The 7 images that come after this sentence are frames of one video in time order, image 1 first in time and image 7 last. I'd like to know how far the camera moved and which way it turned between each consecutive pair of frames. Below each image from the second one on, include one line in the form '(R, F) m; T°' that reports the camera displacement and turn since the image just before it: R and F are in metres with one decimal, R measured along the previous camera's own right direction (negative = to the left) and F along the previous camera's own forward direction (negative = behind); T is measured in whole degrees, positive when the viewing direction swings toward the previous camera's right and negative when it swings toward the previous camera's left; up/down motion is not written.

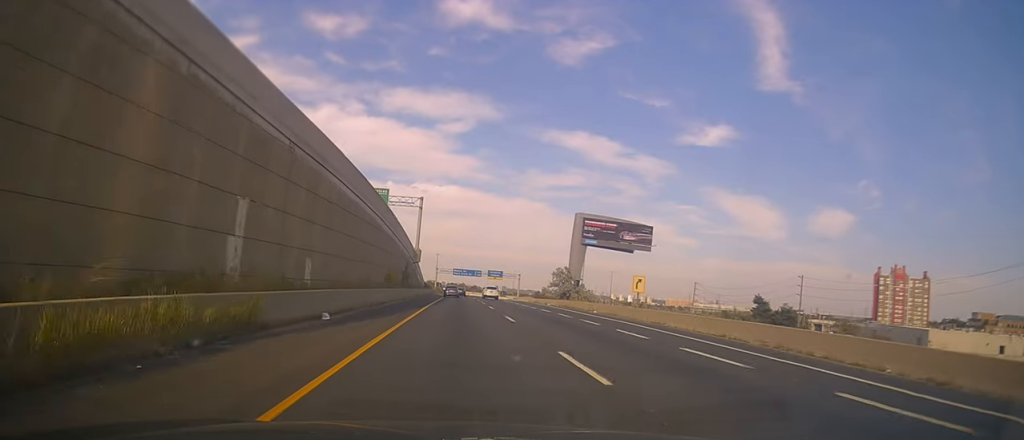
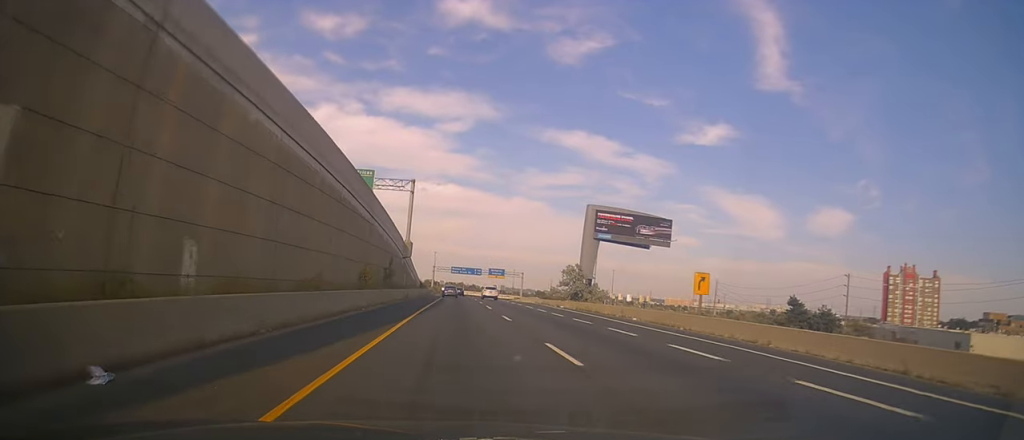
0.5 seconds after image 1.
(0.0, +11.4) m; 0°
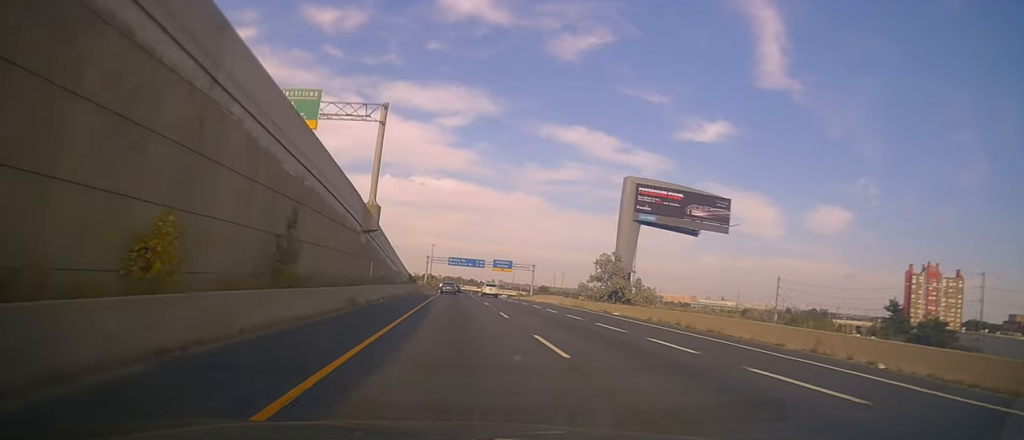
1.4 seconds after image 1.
(-0.2, +23.7) m; 0°
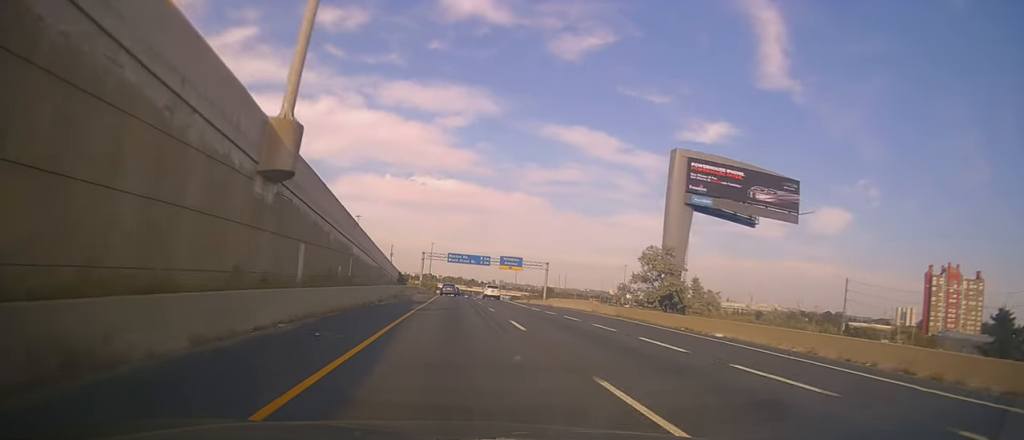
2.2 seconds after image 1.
(0.0, +17.9) m; 0°
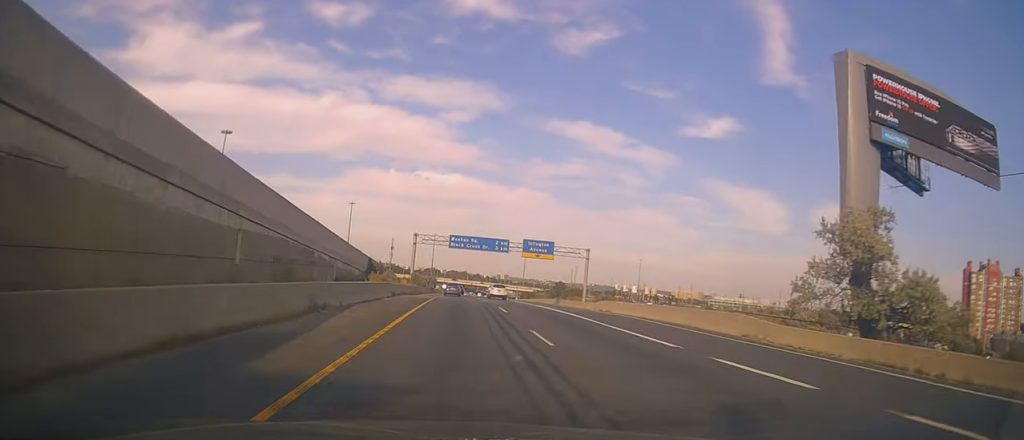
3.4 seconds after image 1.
(+0.2, +30.3) m; -1°
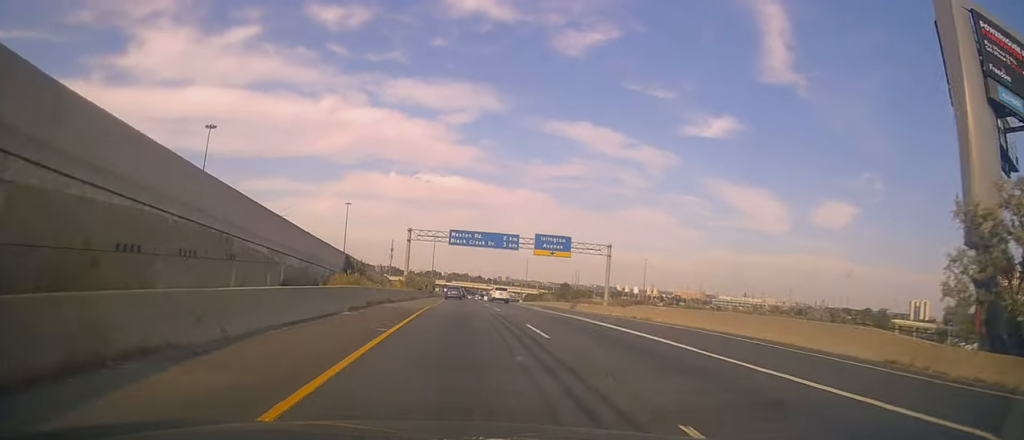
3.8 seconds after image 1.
(+0.1, +10.7) m; -1°
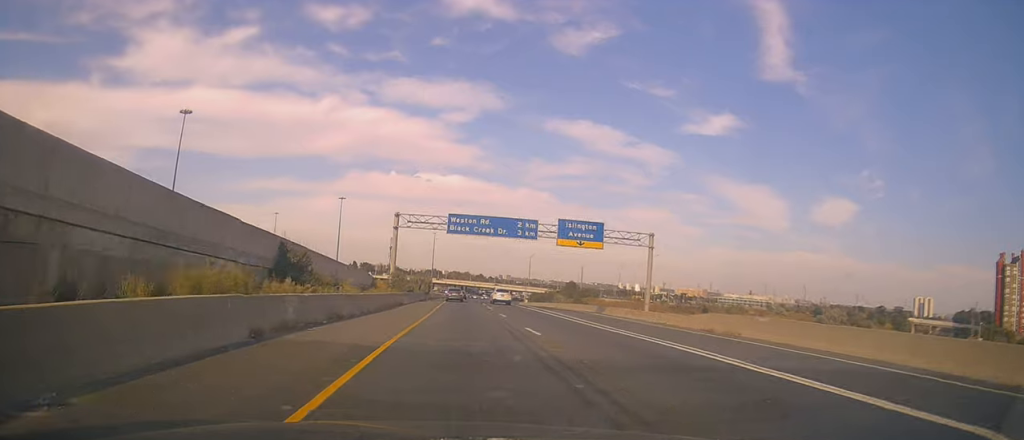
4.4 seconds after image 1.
(-0.4, +14.7) m; 0°
